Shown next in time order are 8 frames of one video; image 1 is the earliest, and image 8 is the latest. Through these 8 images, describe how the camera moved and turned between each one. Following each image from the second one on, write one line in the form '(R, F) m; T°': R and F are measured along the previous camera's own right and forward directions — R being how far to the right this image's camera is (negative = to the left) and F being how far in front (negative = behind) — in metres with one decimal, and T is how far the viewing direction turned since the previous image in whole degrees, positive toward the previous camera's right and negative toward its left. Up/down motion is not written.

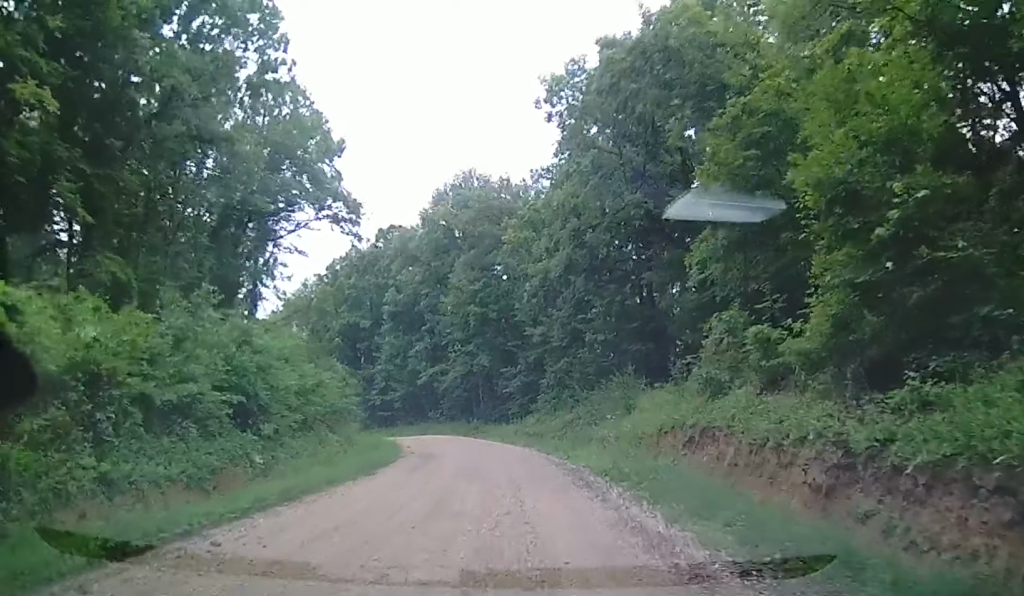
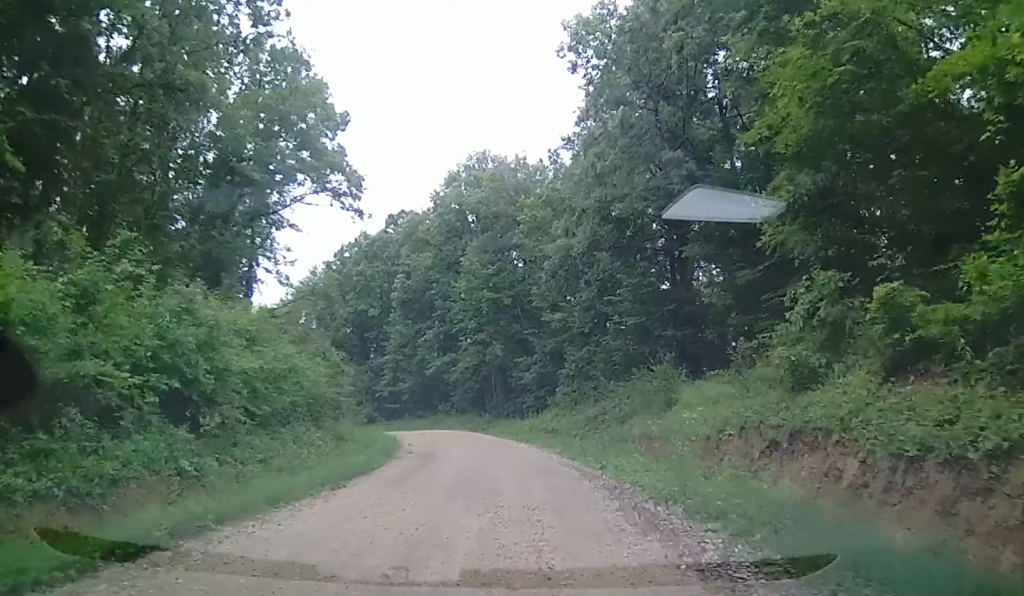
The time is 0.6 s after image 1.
(0.0, +4.5) m; -2°
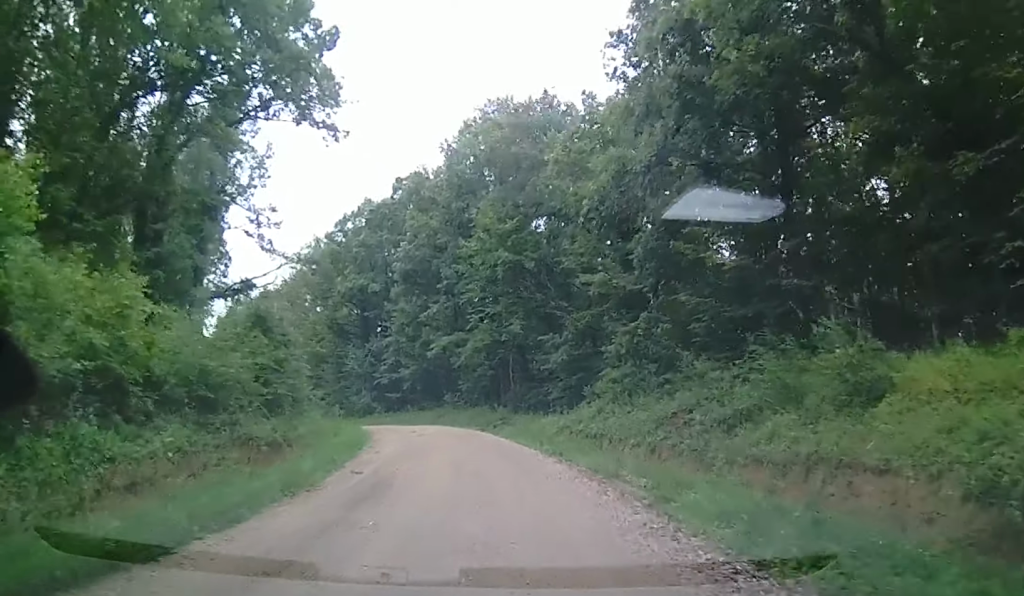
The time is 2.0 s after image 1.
(-0.1, +12.3) m; +4°
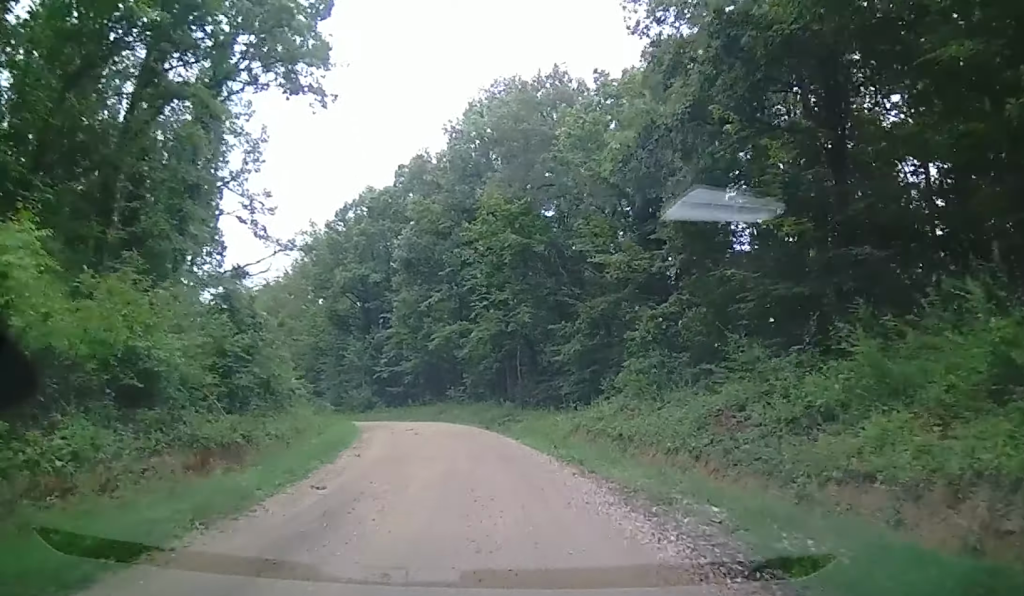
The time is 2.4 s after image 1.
(+0.1, +3.9) m; +2°
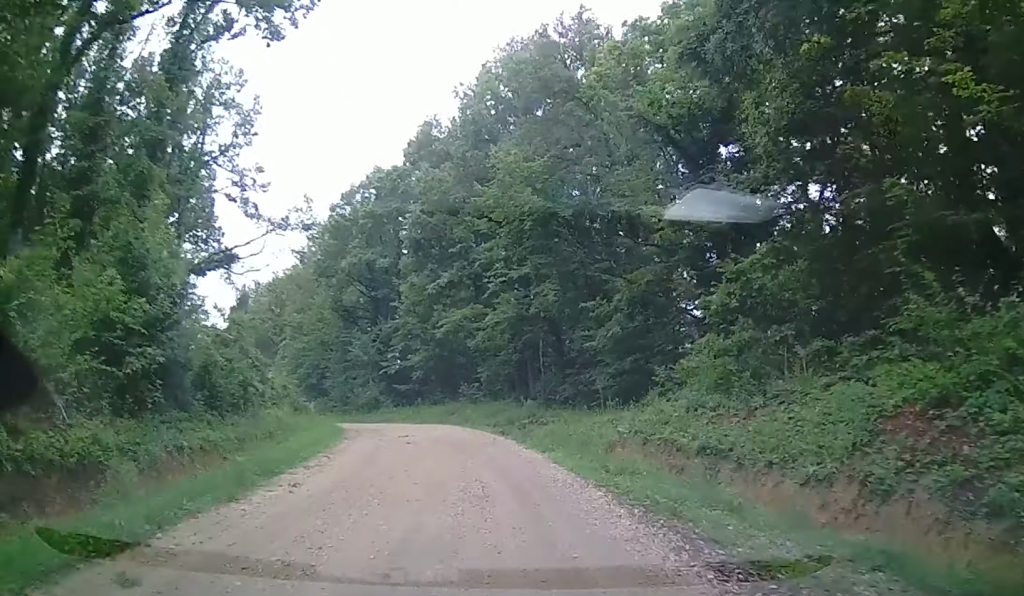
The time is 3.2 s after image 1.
(+0.1, +7.2) m; -1°
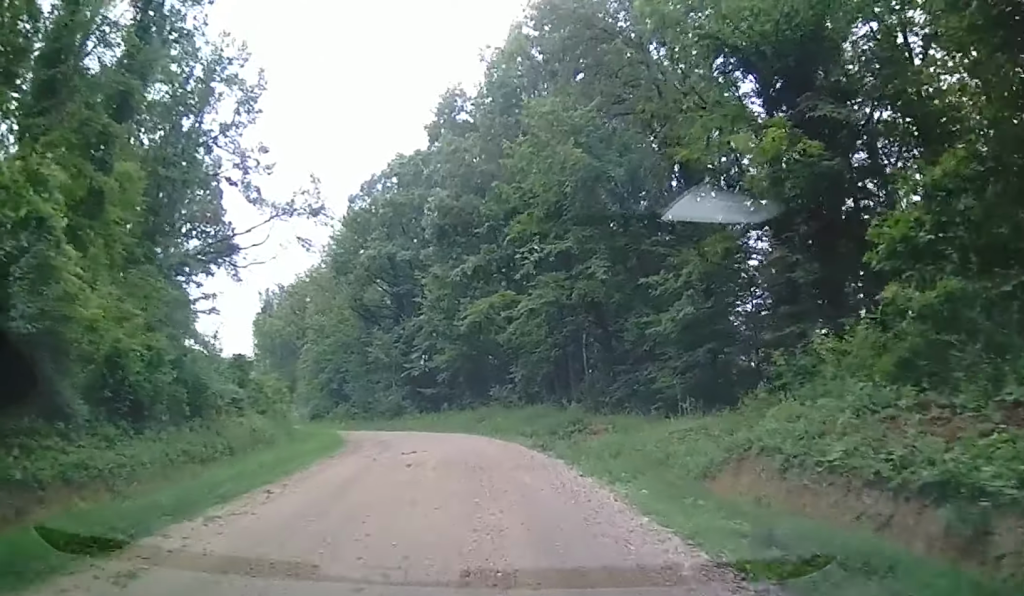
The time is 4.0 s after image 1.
(-0.2, +6.7) m; -4°
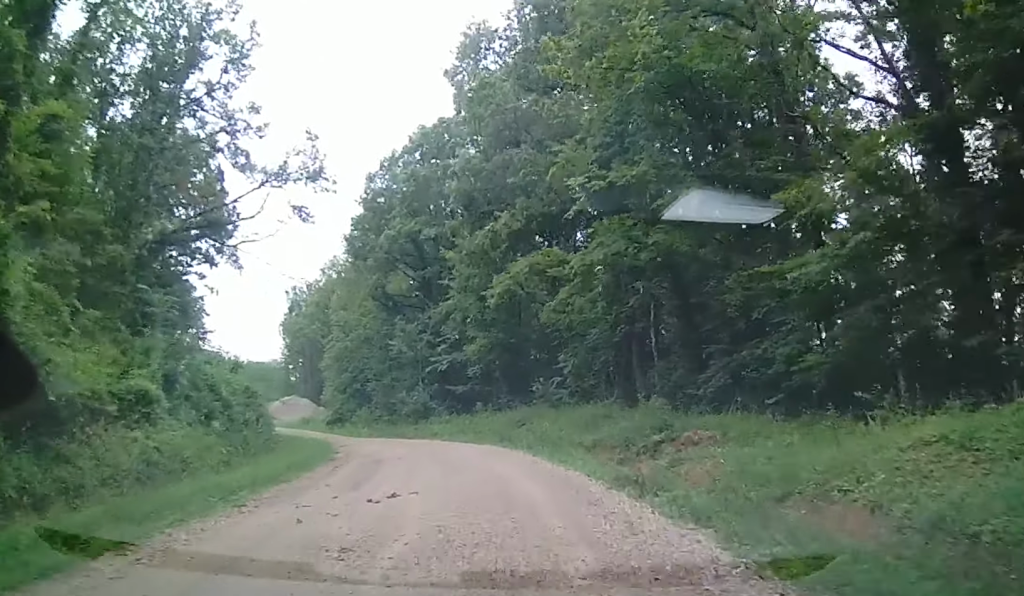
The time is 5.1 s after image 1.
(-0.6, +8.9) m; -5°
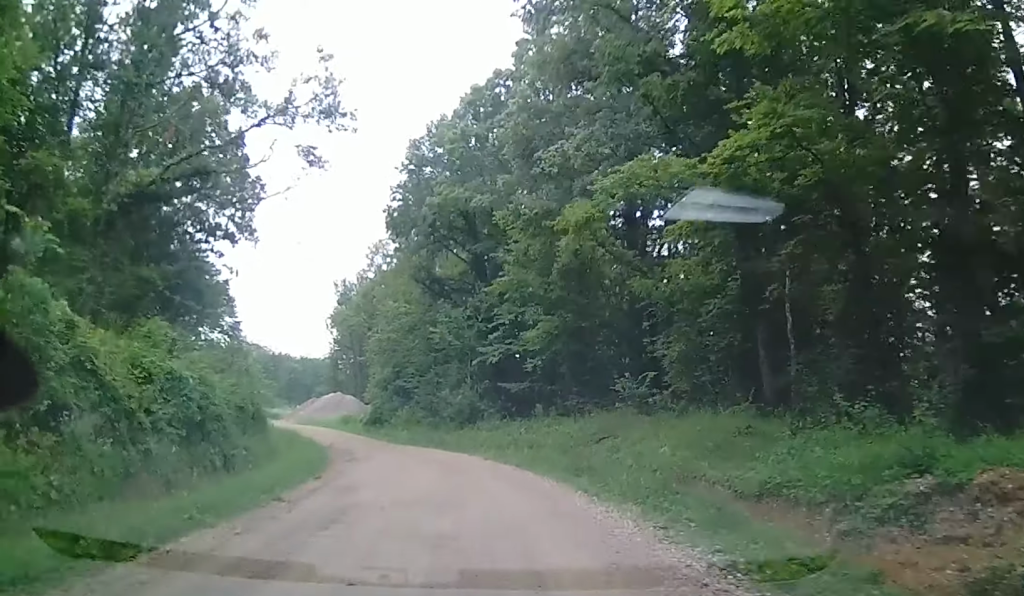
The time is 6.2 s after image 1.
(-0.1, +9.3) m; -4°
